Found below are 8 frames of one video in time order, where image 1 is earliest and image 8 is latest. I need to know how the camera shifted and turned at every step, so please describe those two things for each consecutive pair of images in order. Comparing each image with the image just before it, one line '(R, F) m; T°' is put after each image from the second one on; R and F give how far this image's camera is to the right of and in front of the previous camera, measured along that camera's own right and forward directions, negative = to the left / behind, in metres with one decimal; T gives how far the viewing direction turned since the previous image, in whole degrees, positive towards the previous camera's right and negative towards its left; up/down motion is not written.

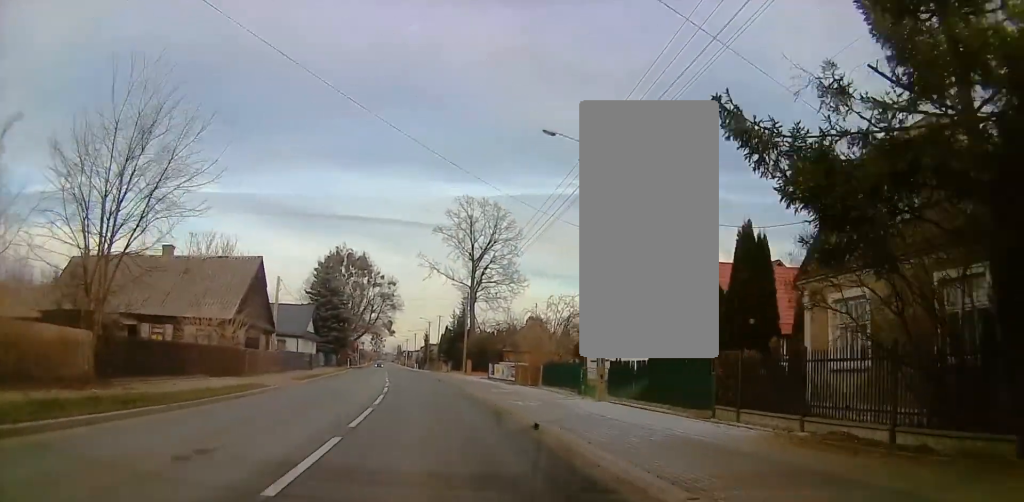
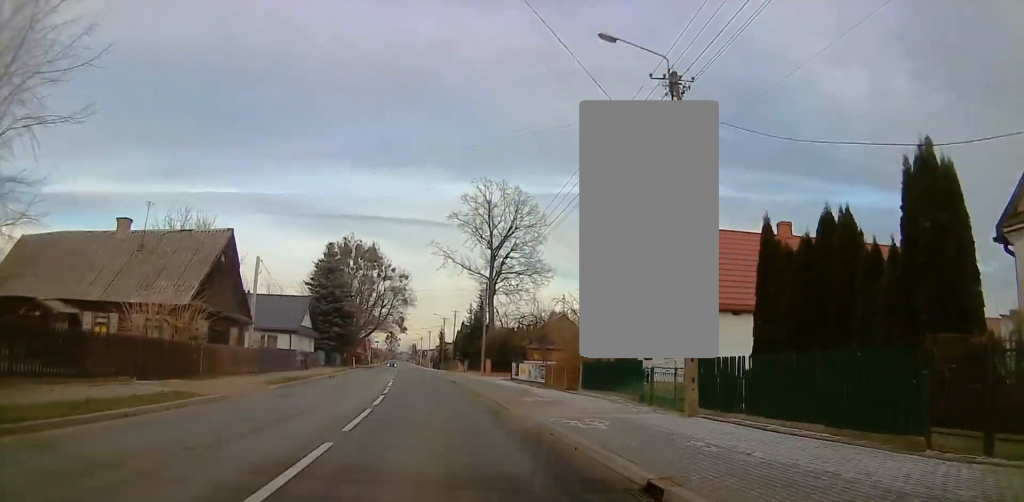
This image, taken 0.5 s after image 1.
(0.0, +7.4) m; 0°
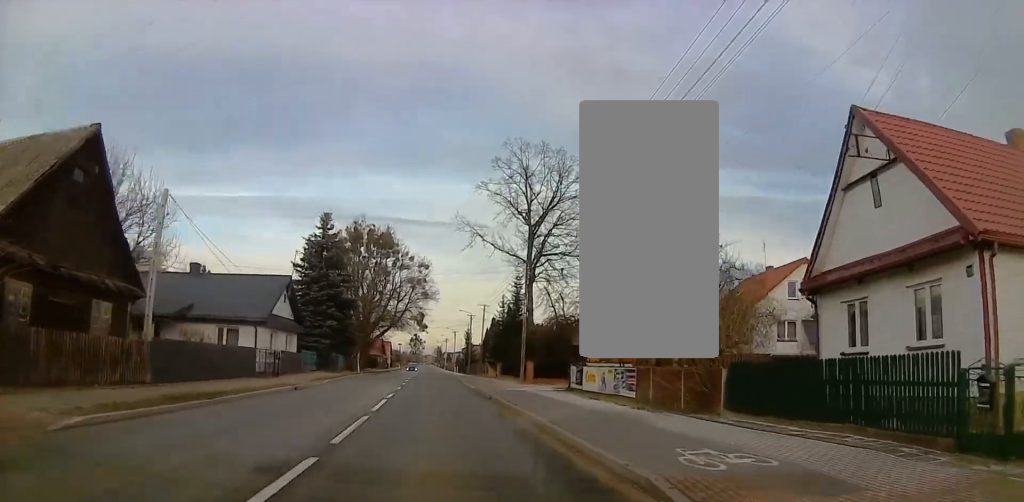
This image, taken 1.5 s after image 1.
(0.0, +13.8) m; -2°
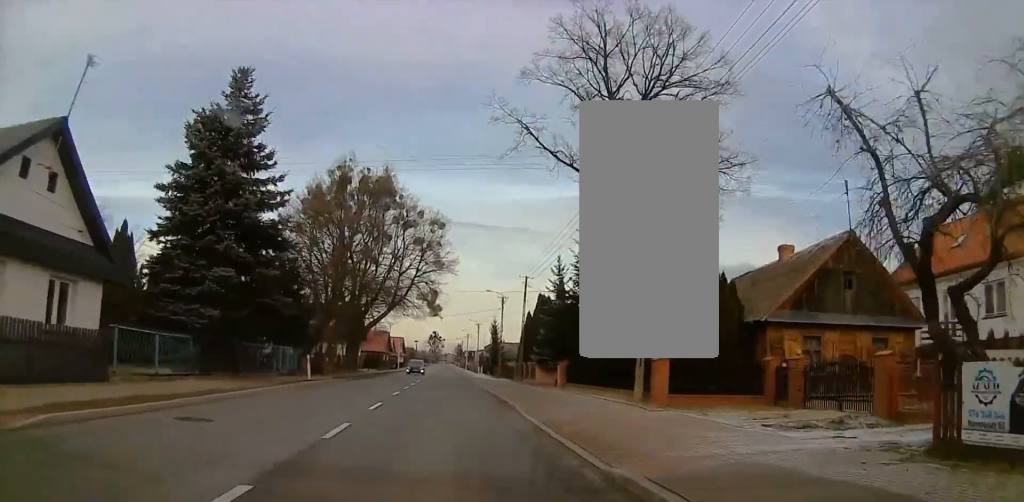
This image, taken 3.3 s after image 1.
(-1.1, +23.6) m; -3°
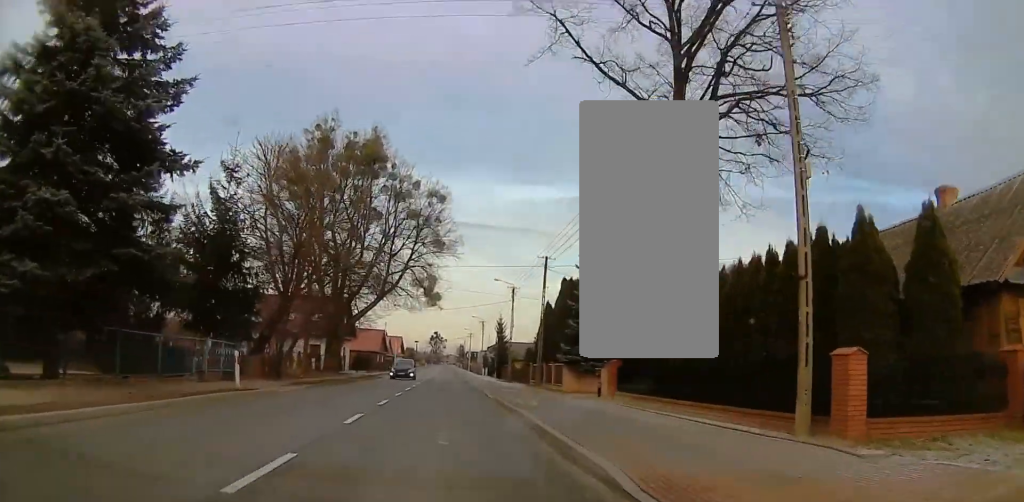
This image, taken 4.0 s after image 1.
(+0.1, +10.2) m; +1°
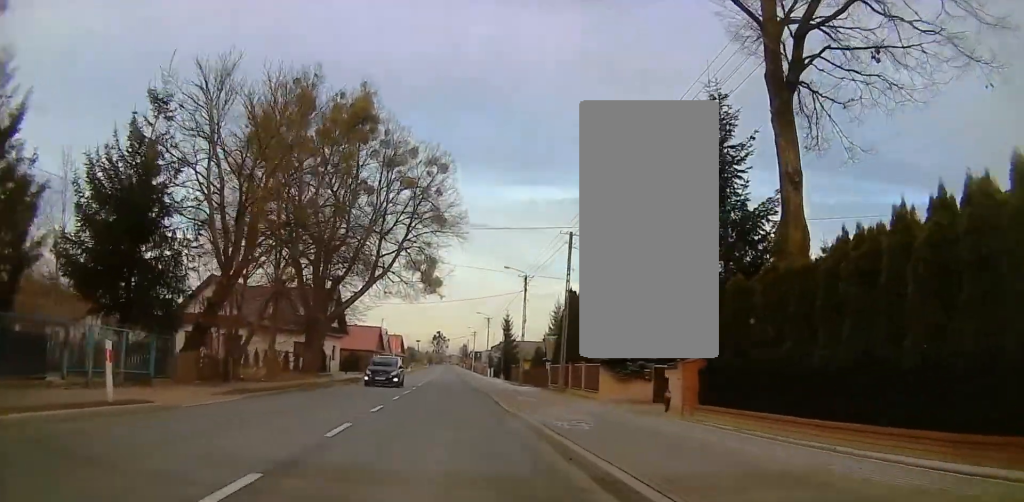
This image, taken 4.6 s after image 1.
(0.0, +7.5) m; 0°
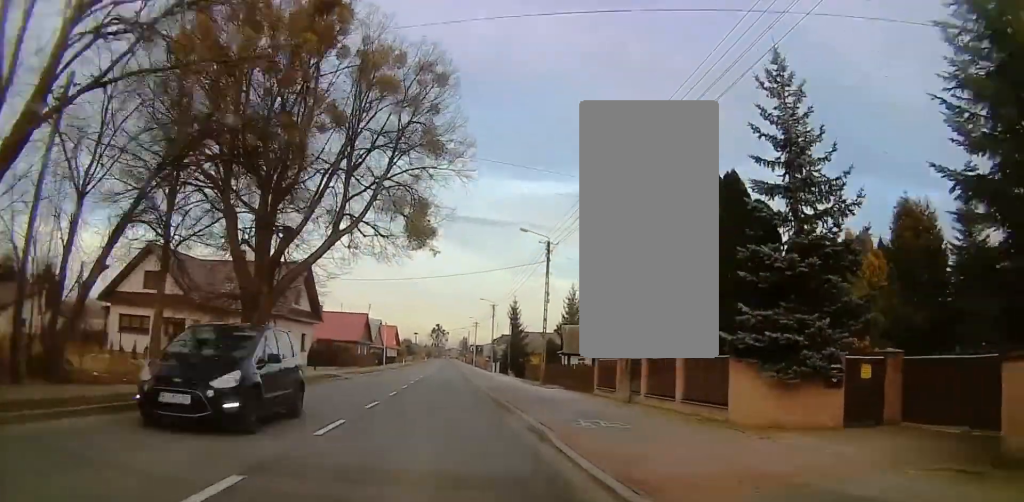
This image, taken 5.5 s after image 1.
(0.0, +12.1) m; -1°
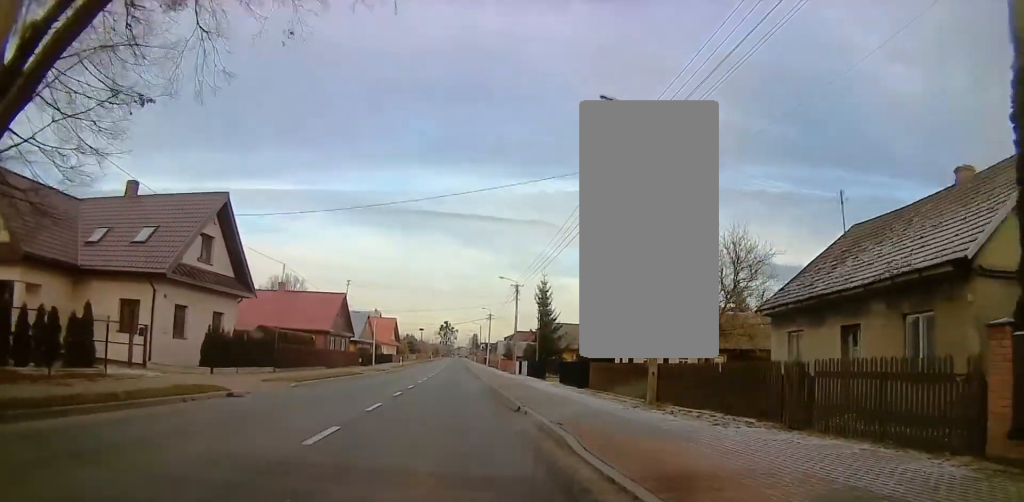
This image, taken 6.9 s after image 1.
(-0.5, +20.6) m; -8°
